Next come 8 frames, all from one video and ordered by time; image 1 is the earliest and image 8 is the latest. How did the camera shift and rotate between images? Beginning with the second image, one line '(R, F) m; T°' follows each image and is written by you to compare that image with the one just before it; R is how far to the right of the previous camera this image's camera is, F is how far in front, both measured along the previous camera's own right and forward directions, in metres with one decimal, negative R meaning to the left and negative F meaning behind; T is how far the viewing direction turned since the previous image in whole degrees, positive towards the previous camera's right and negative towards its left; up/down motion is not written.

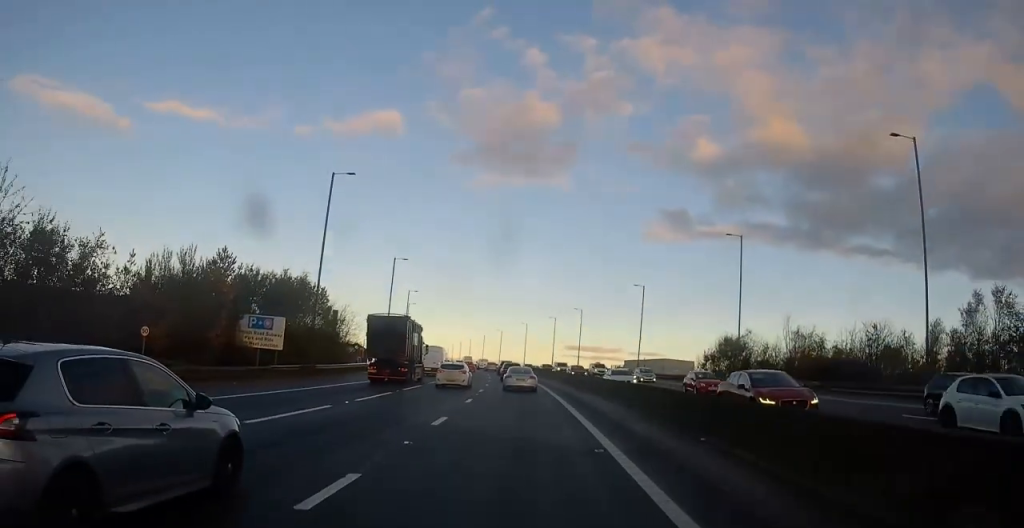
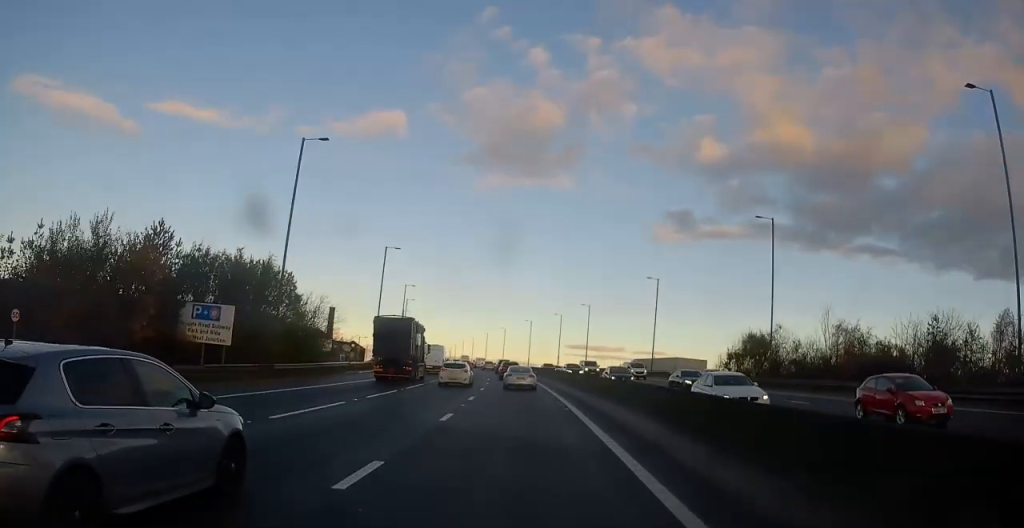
(-0.1, +7.9) m; 0°
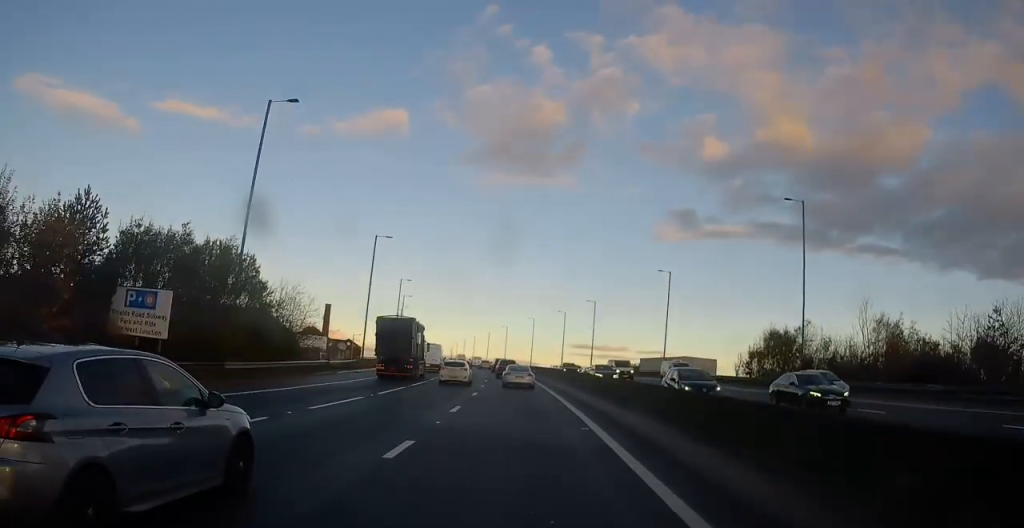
(0.0, +6.4) m; 0°
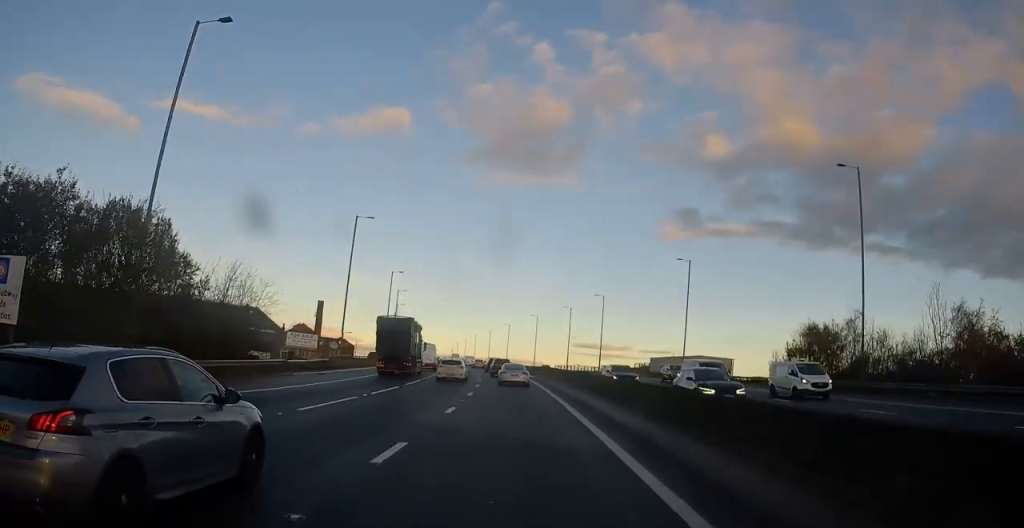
(+0.1, +9.5) m; 0°
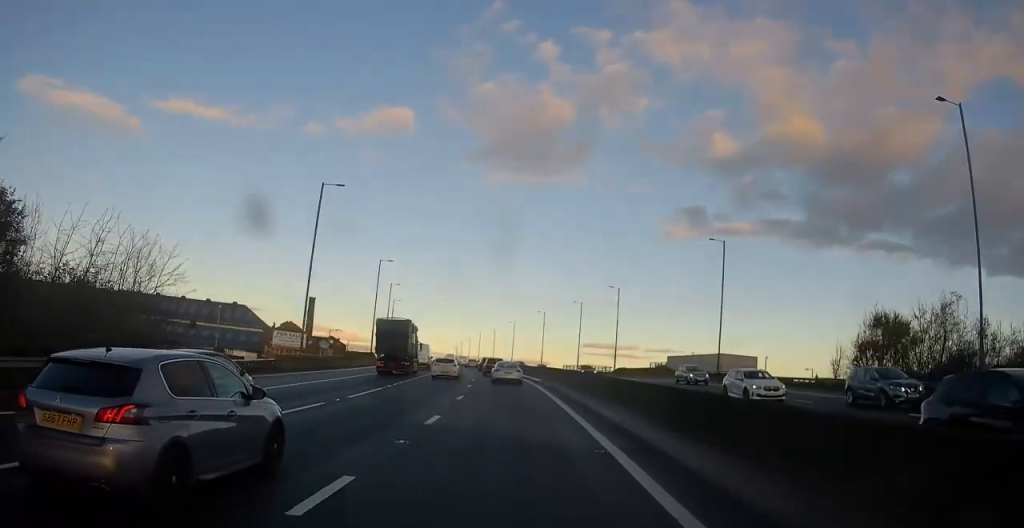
(-0.2, +12.4) m; -1°
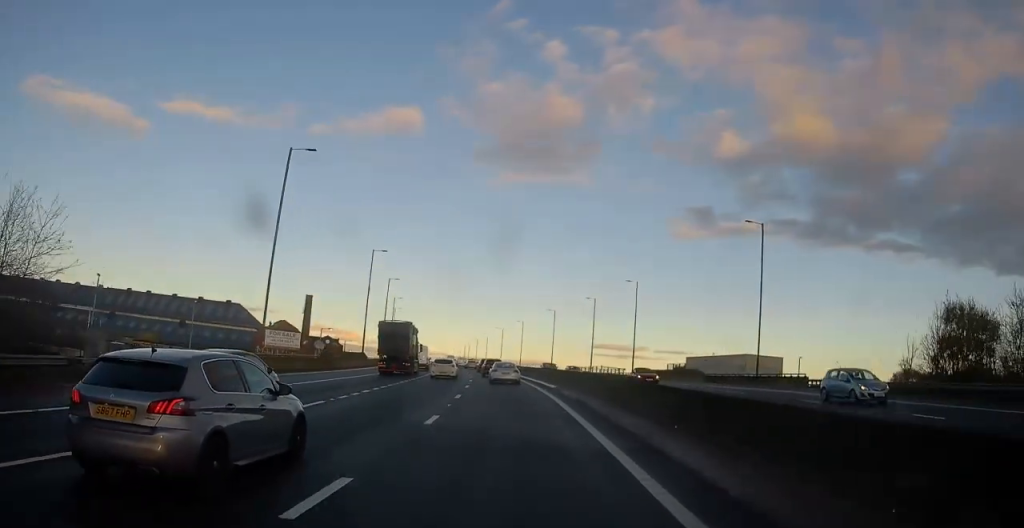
(-0.1, +9.3) m; -1°
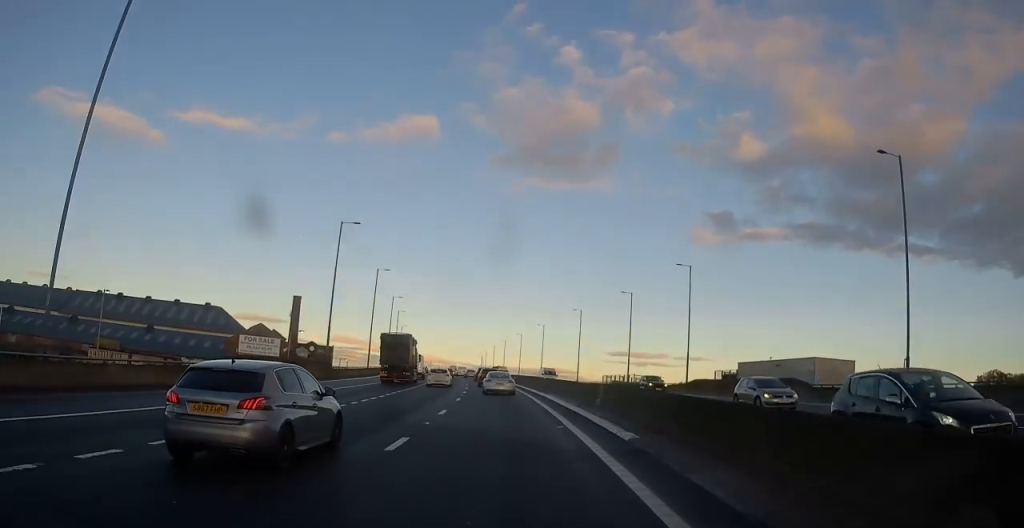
(-0.2, +22.0) m; -1°
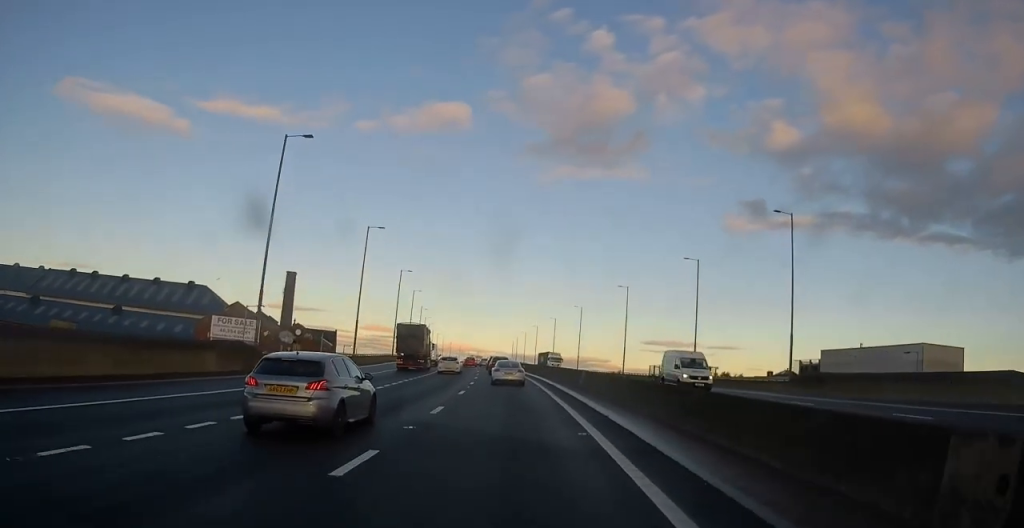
(-0.6, +22.2) m; -4°
